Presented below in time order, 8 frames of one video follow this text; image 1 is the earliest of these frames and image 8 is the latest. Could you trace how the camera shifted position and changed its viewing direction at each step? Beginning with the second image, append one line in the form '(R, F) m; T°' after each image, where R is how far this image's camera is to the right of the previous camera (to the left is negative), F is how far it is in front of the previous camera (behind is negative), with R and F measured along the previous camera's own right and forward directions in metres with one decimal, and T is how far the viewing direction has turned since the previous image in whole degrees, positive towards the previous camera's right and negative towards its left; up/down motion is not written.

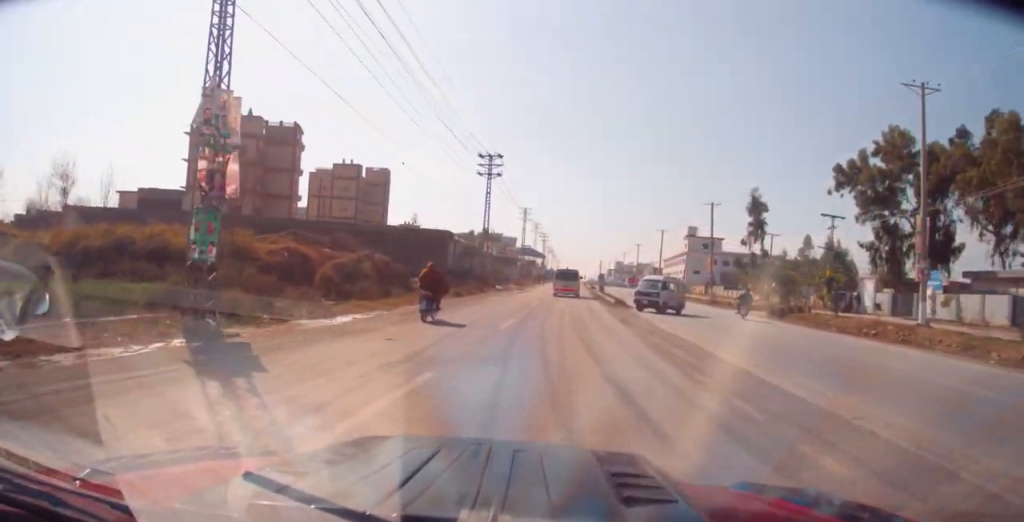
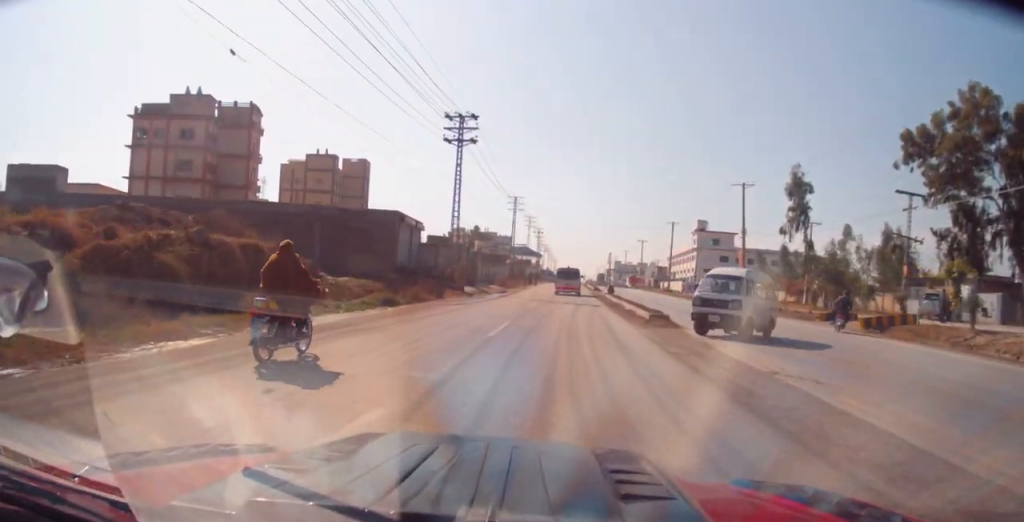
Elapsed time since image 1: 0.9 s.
(-0.1, +15.0) m; -1°
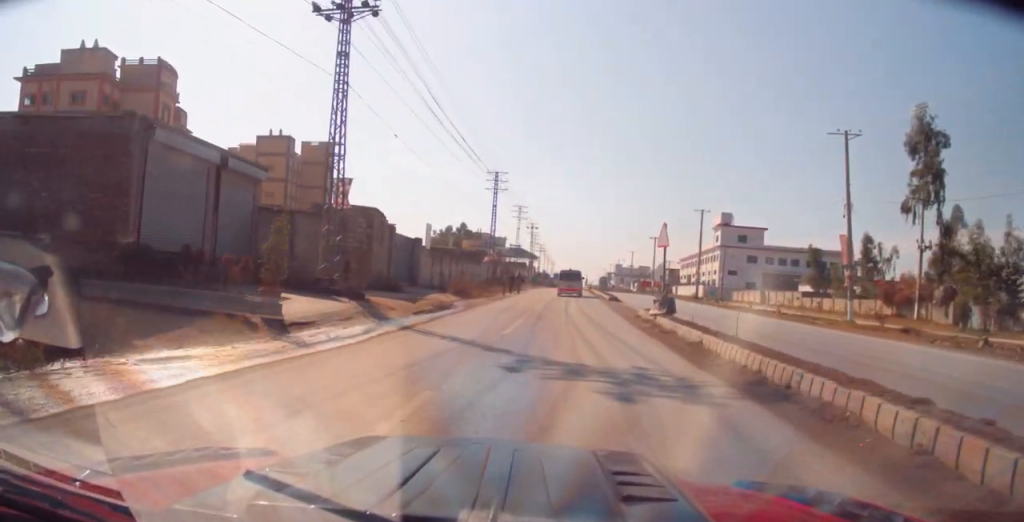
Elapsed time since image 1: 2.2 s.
(-0.4, +23.3) m; -1°
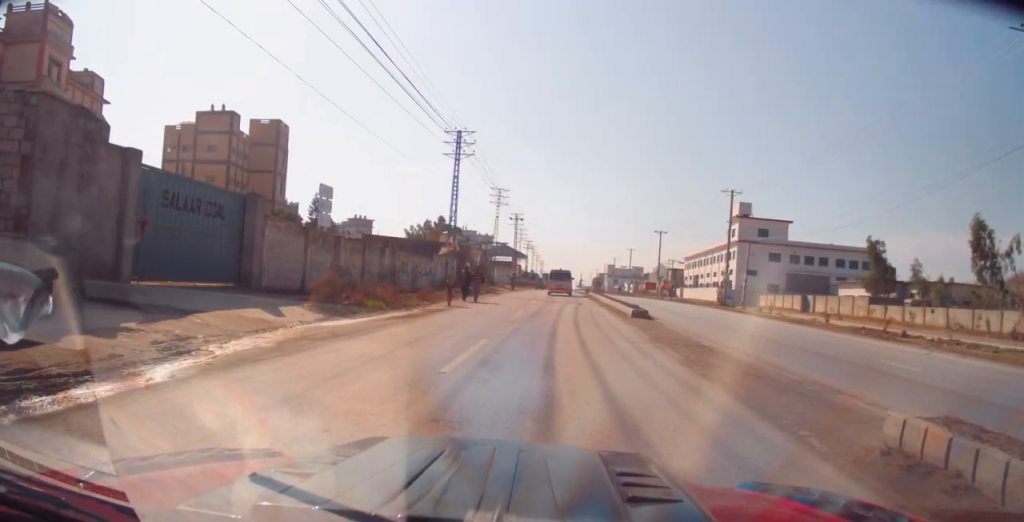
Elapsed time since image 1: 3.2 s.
(+0.1, +18.9) m; +2°
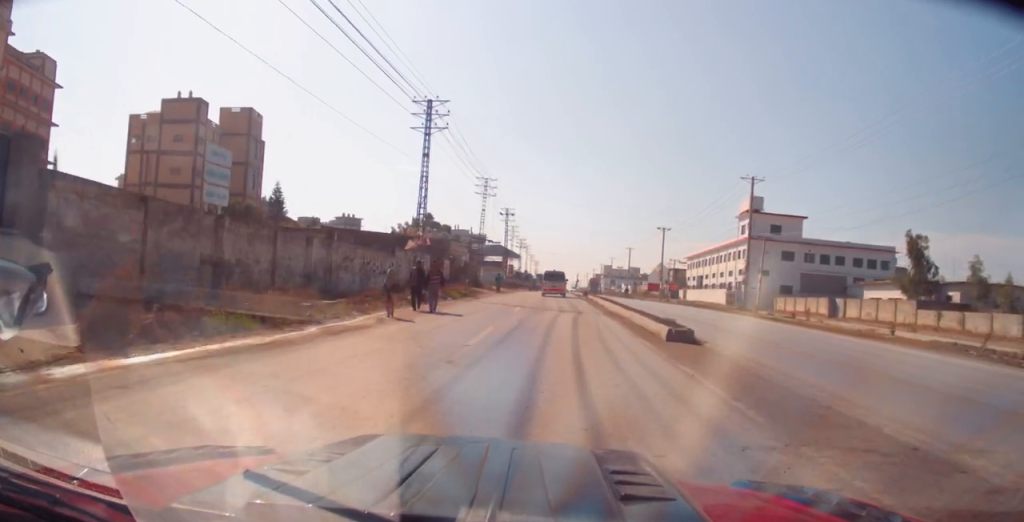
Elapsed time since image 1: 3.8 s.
(0.0, +8.7) m; +1°
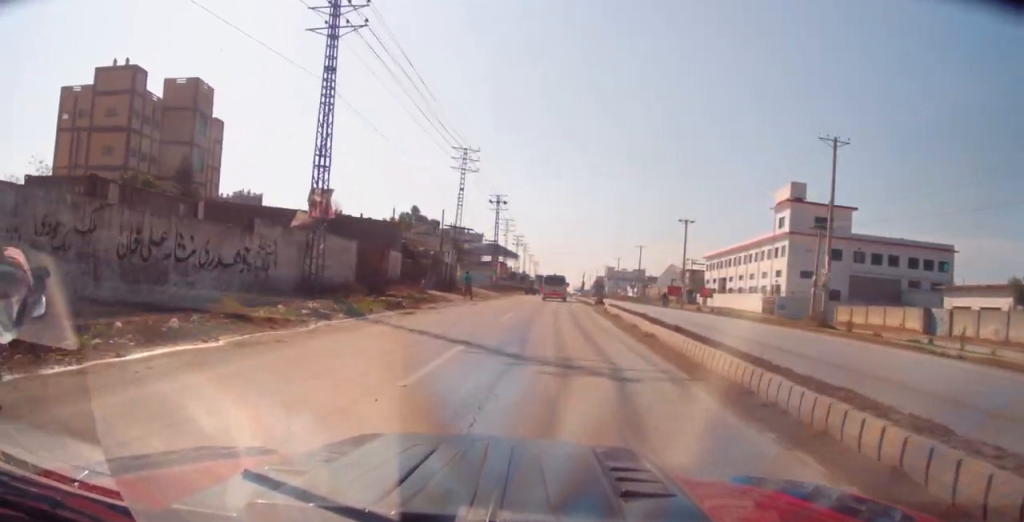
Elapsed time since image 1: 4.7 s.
(+0.3, +16.7) m; 0°
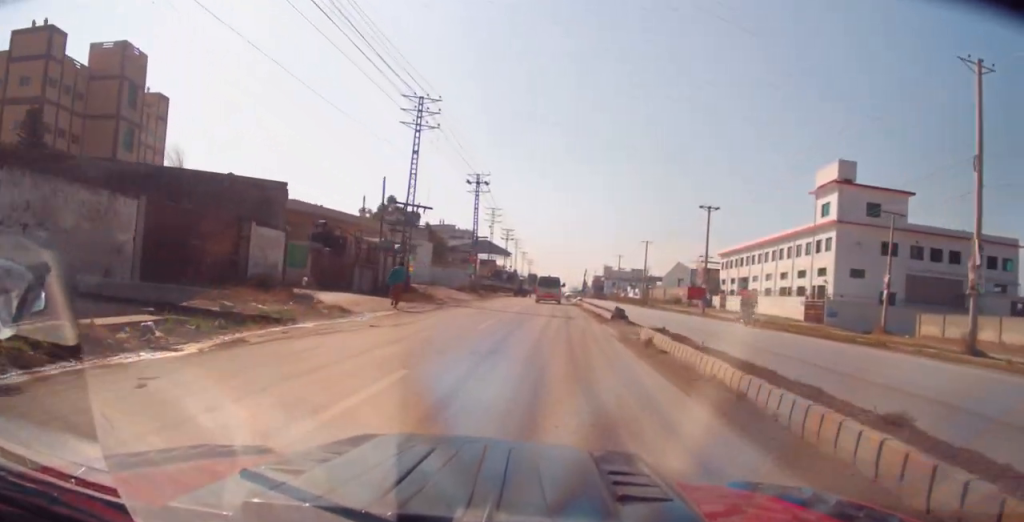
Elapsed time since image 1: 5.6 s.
(-0.2, +15.4) m; 0°
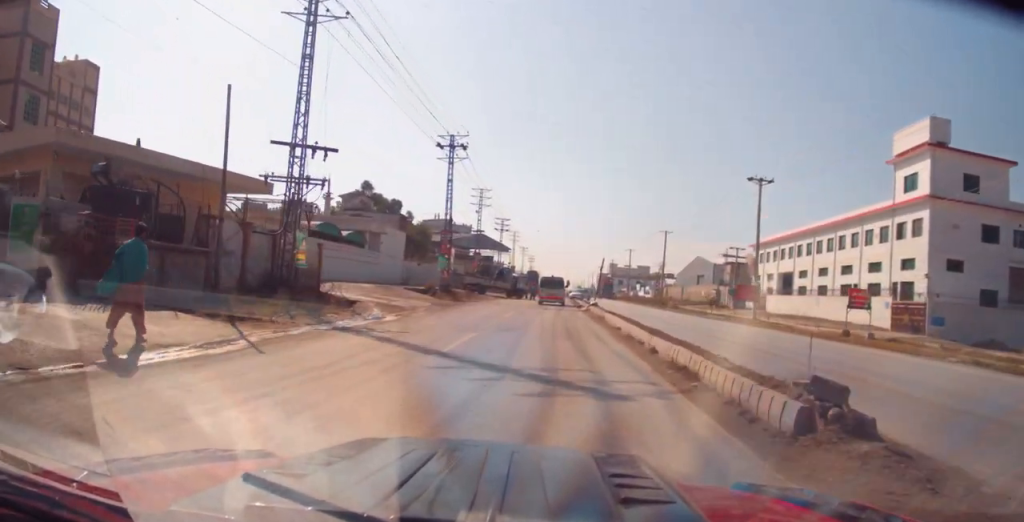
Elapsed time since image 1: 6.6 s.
(+0.1, +16.9) m; 0°
